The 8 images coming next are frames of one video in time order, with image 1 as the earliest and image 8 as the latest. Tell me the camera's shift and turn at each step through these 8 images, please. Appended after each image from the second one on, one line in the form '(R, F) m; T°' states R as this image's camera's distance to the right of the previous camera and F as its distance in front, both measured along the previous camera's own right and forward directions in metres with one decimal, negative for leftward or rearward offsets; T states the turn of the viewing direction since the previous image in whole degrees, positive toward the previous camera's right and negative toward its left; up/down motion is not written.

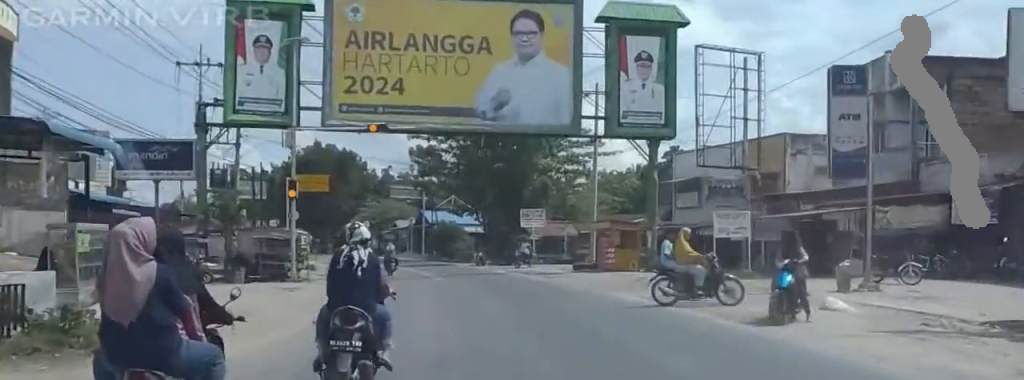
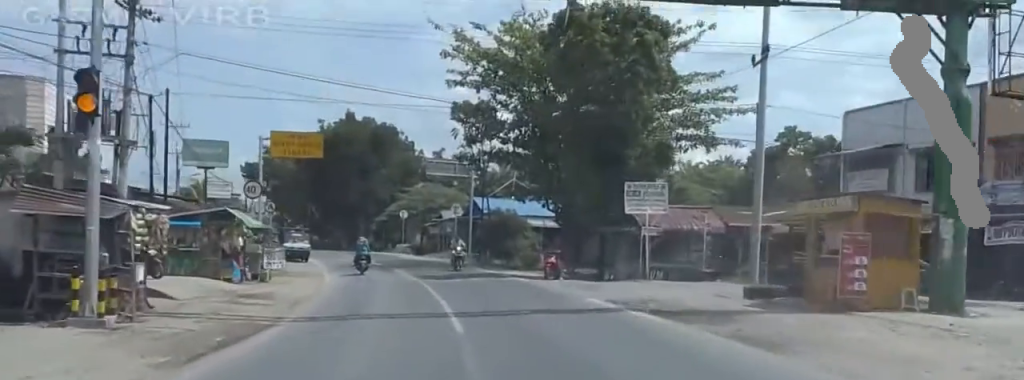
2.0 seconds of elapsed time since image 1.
(-2.1, +26.0) m; -7°
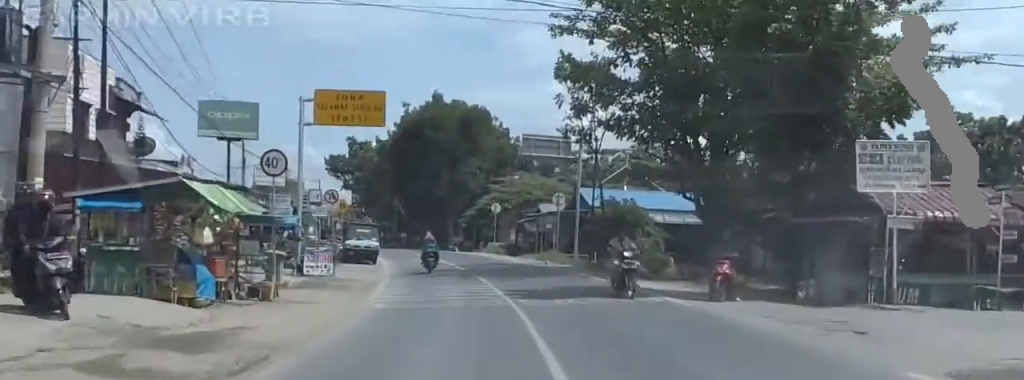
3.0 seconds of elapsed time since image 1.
(-0.1, +12.6) m; 0°
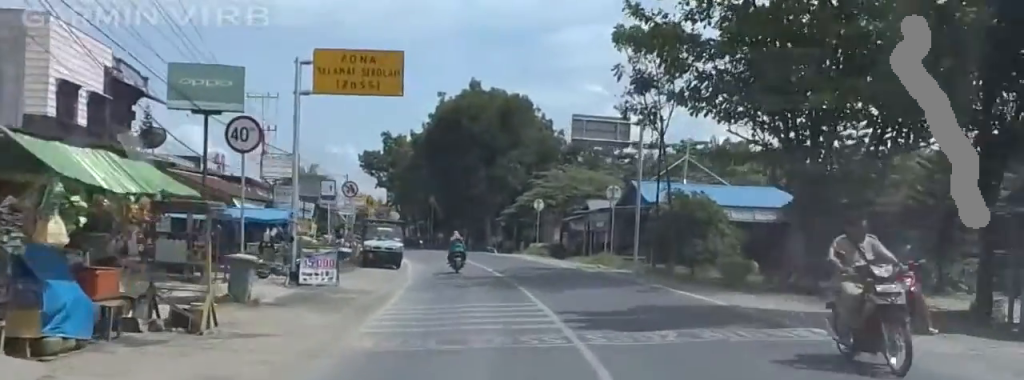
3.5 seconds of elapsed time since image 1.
(-0.1, +7.4) m; 0°
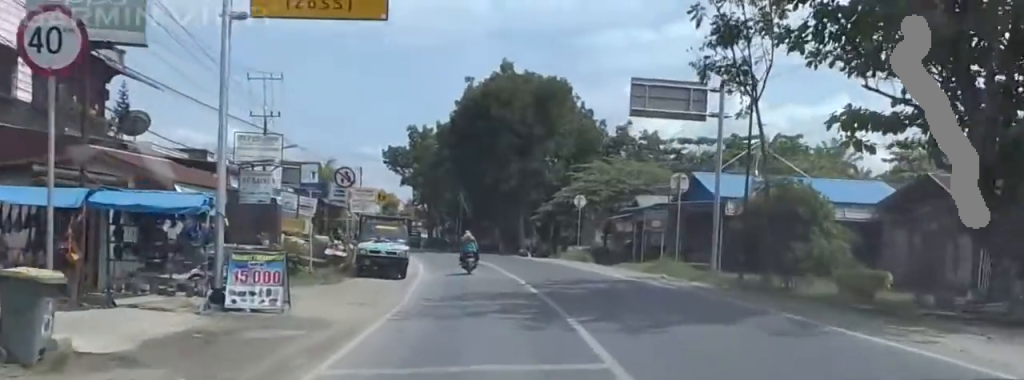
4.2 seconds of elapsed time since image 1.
(+0.2, +9.7) m; 0°
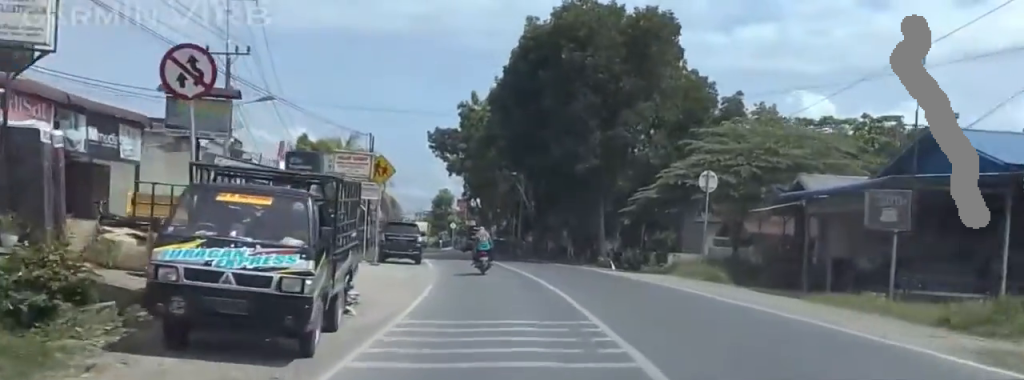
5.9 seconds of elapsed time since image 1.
(-0.1, +21.9) m; 0°
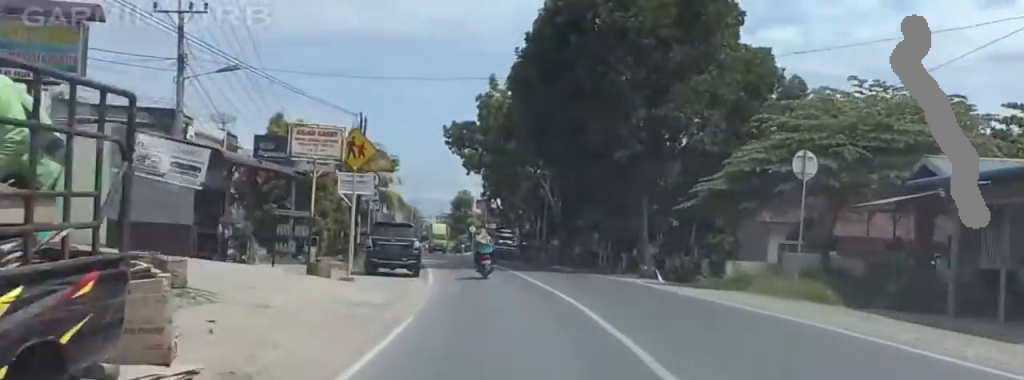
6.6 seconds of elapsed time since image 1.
(+0.1, +9.2) m; 0°
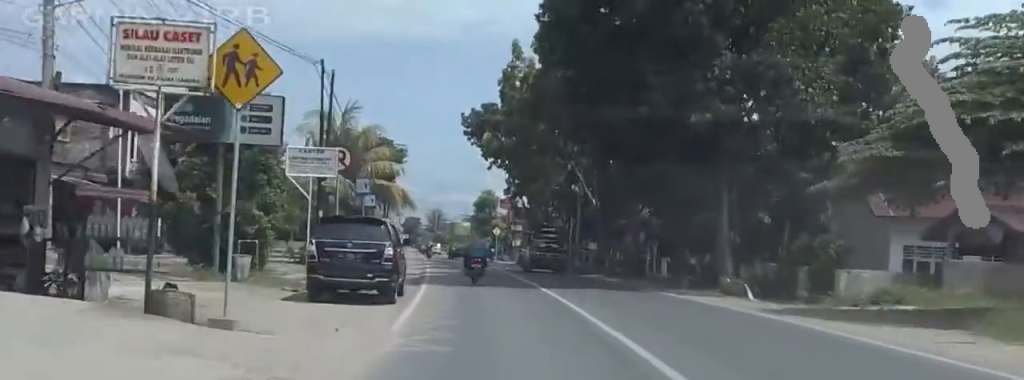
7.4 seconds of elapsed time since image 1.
(-0.1, +11.8) m; -1°
